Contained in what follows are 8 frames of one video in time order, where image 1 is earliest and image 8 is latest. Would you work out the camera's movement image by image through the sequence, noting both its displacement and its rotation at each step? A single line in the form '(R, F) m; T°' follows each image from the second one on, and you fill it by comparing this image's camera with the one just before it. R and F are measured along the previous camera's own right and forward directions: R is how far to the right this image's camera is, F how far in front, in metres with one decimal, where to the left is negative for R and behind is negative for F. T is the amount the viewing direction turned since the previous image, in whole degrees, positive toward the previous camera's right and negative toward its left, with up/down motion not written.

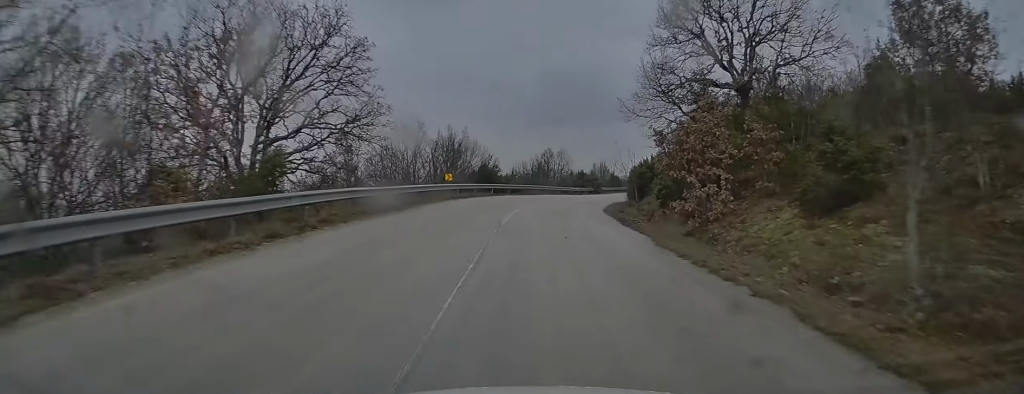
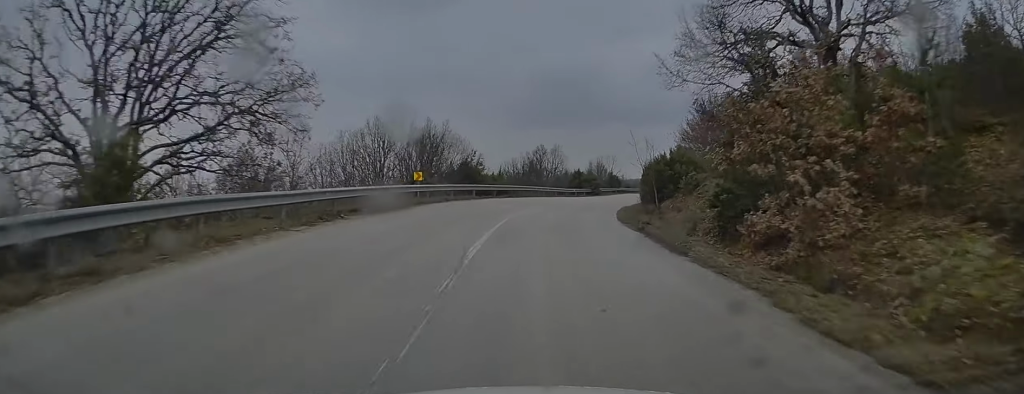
(+0.3, +8.7) m; +1°
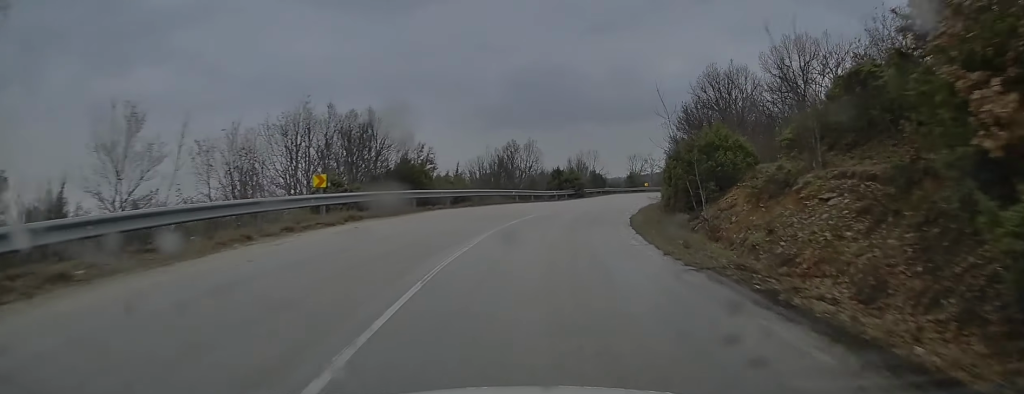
(0.0, +12.4) m; +1°
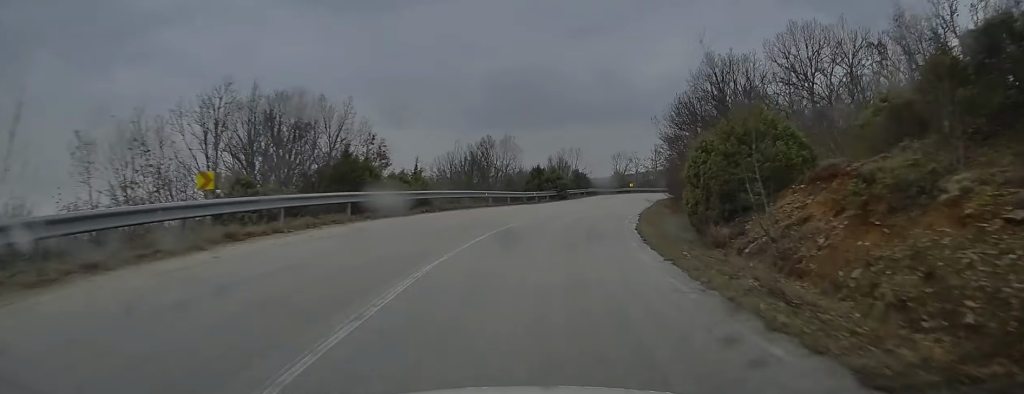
(0.0, +6.6) m; +1°
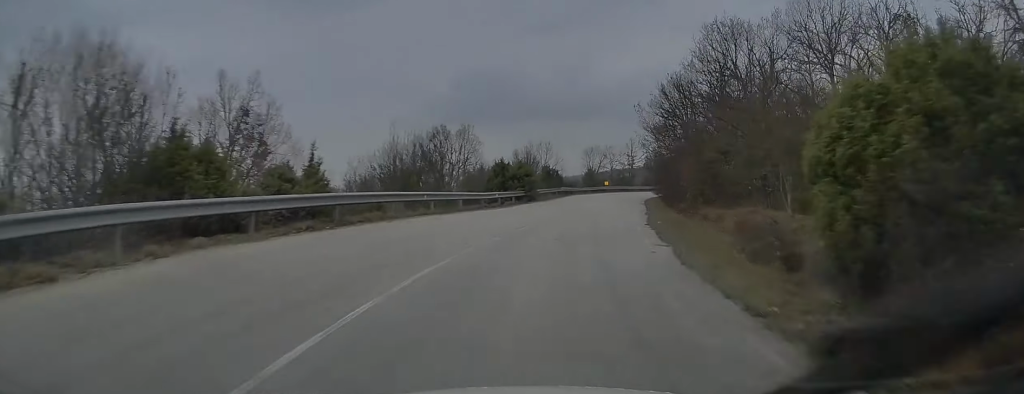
(+0.2, +9.9) m; +3°
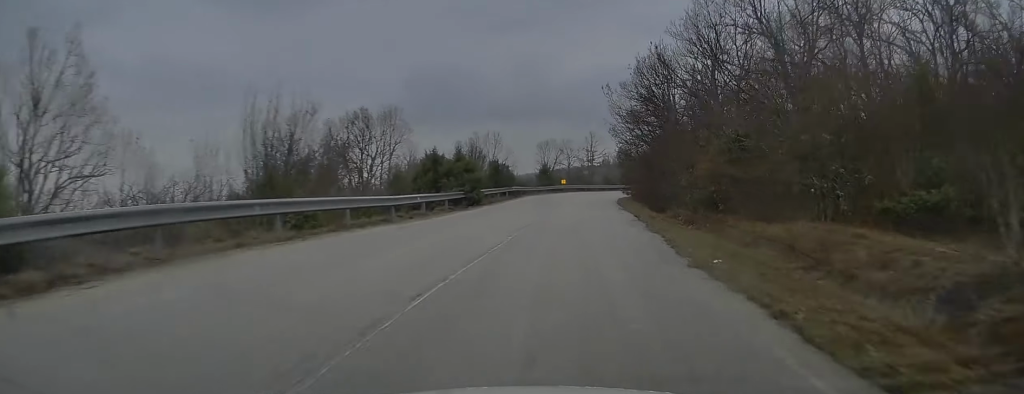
(+0.5, +10.9) m; +4°
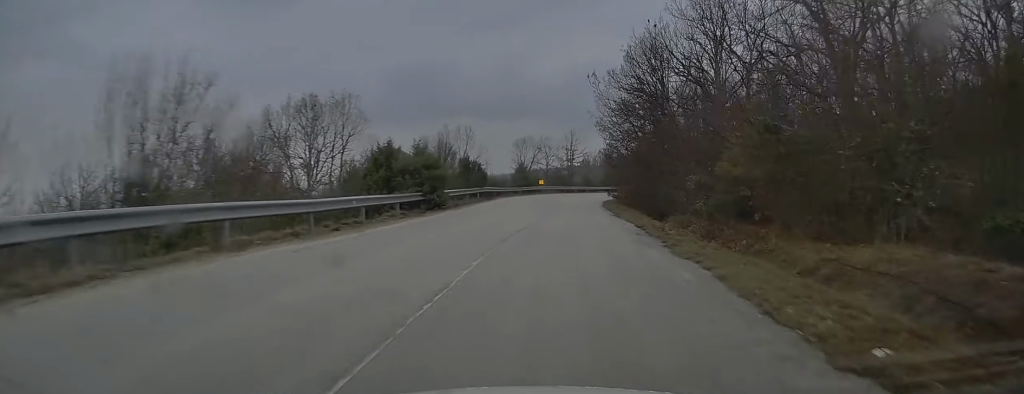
(0.0, +5.7) m; +2°
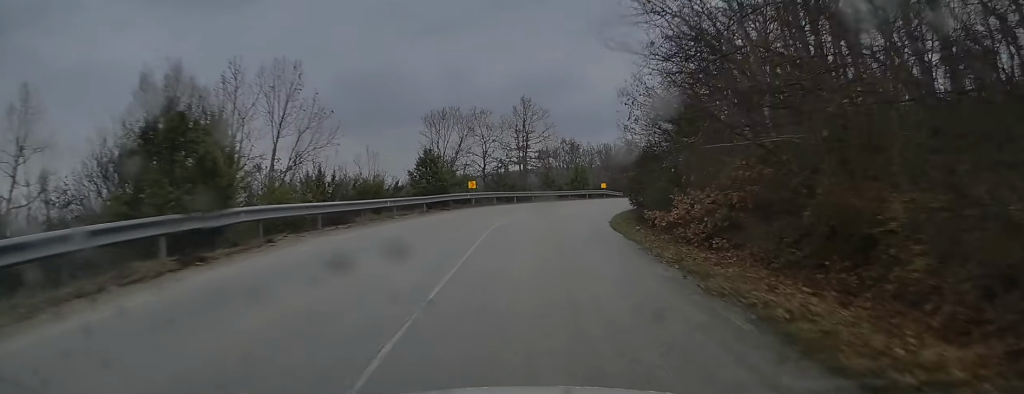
(+2.2, +32.1) m; +6°
